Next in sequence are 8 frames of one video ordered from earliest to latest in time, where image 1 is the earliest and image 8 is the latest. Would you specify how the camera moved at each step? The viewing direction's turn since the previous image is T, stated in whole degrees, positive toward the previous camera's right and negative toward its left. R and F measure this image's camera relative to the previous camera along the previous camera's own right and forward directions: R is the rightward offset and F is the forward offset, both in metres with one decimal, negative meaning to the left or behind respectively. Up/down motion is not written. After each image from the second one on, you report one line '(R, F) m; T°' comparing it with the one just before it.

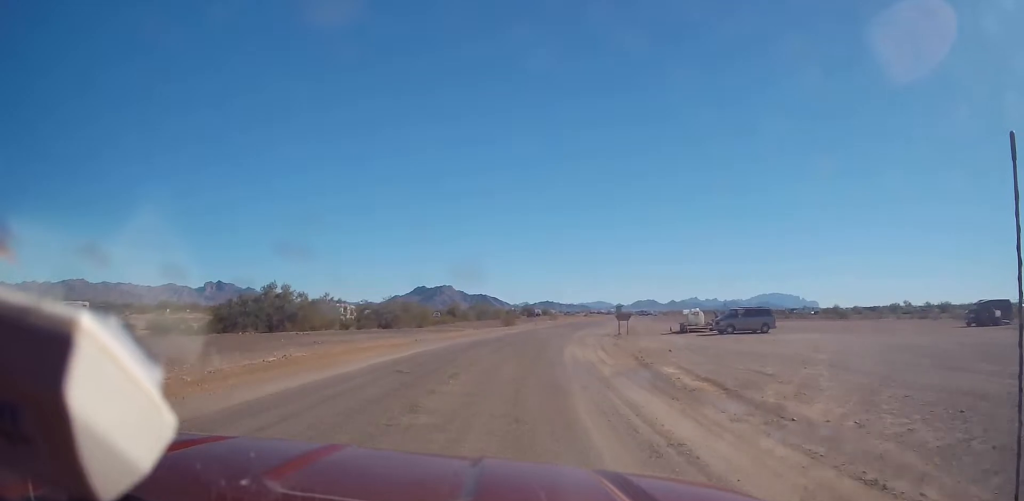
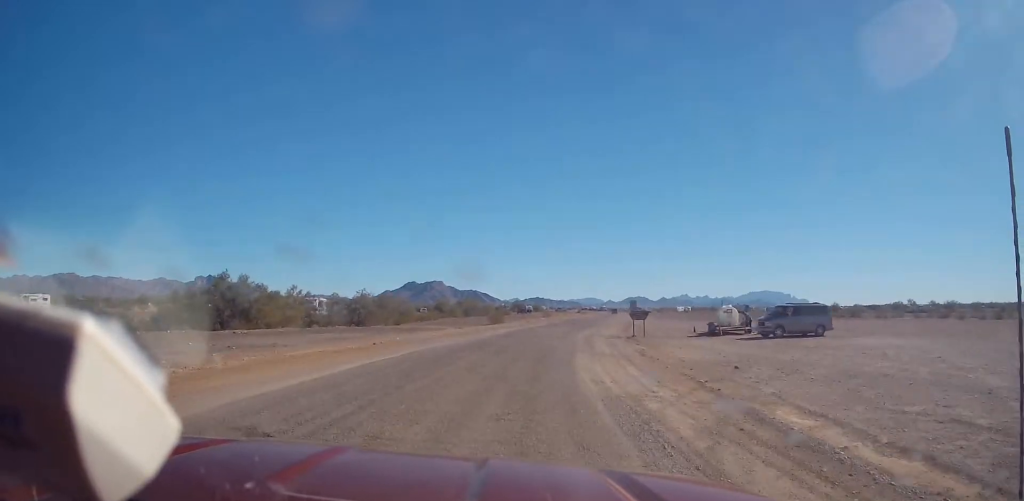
(+0.1, +10.3) m; +2°
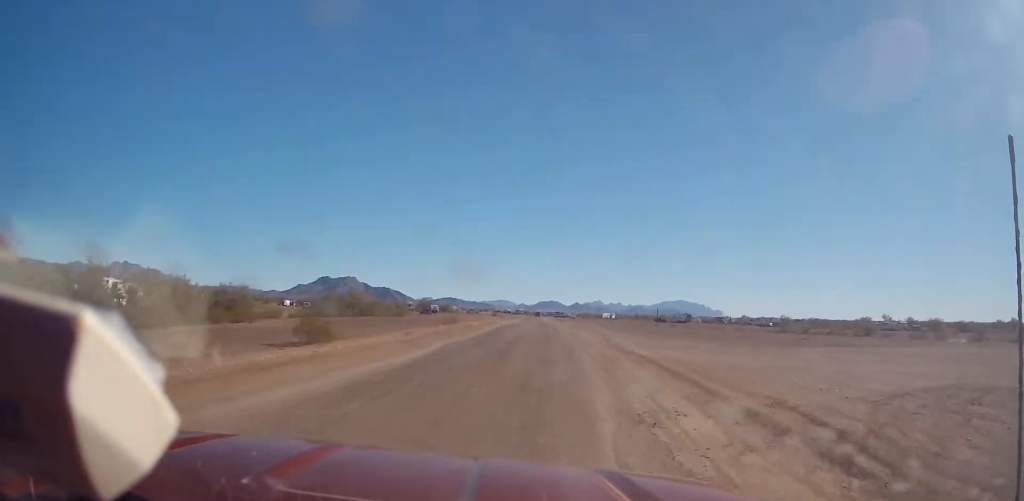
(+2.8, +42.3) m; +7°
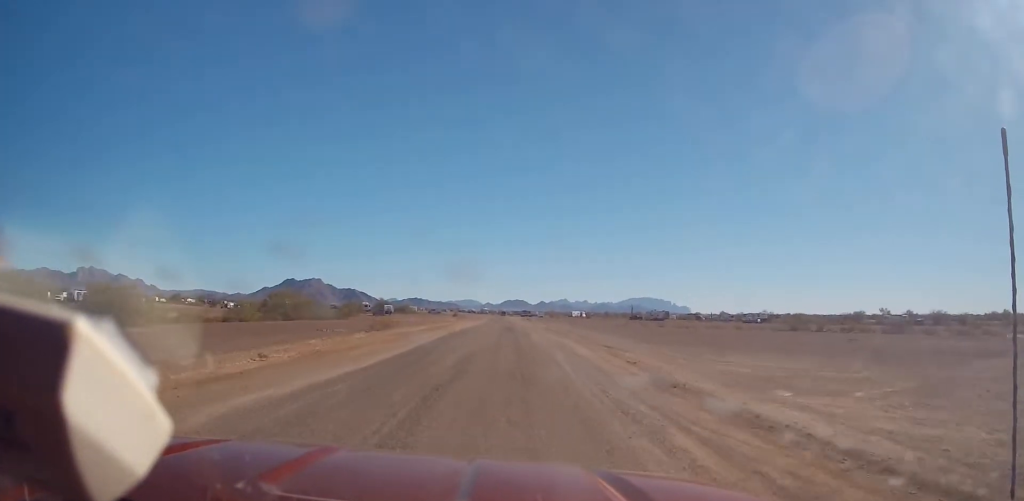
(+0.4, +20.8) m; +1°
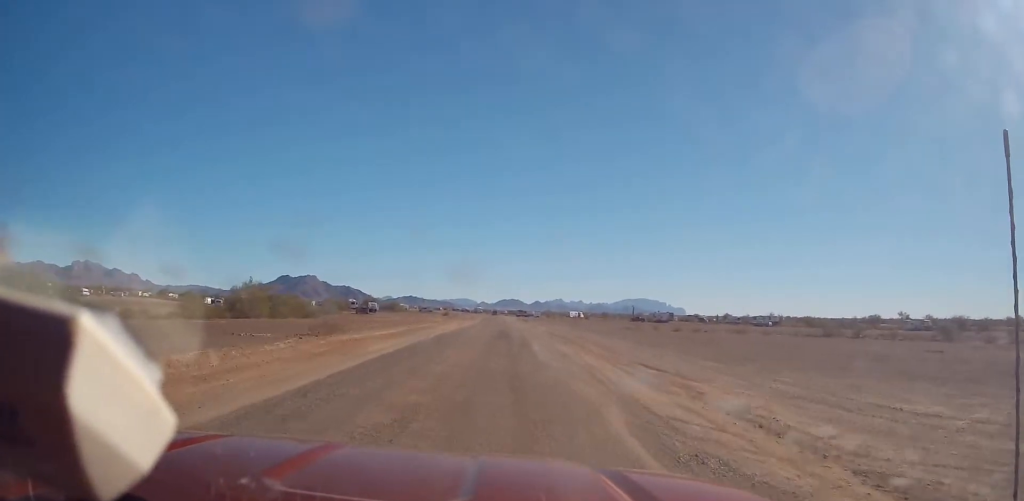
(-0.1, +14.3) m; 0°
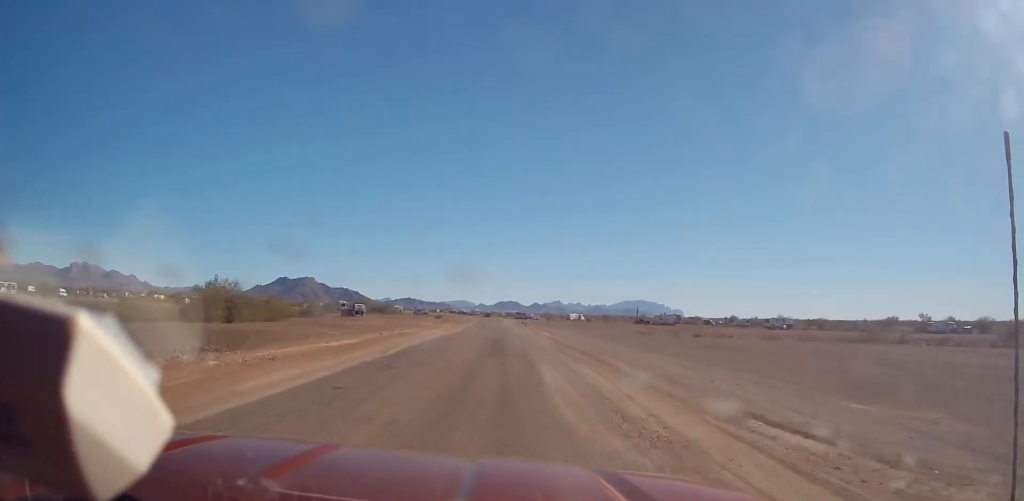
(+0.1, +12.9) m; 0°
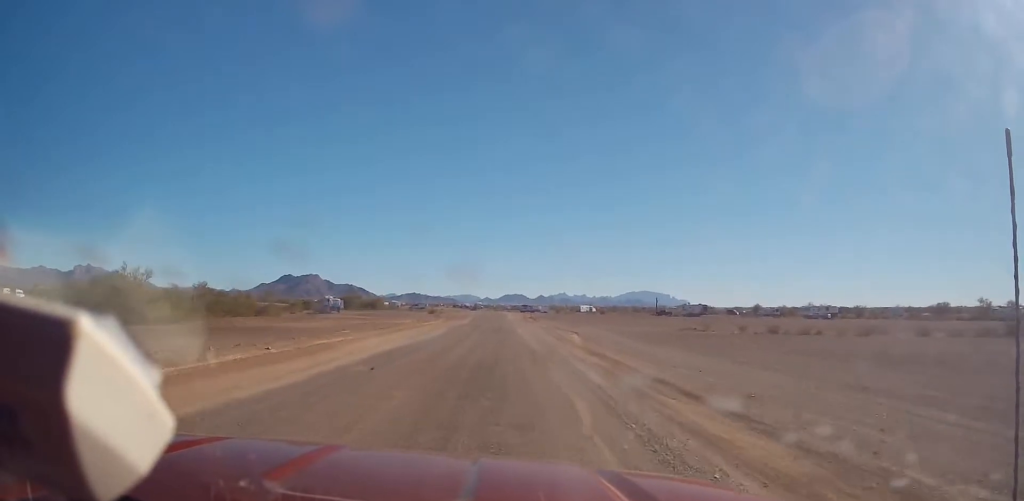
(0.0, +25.8) m; -1°
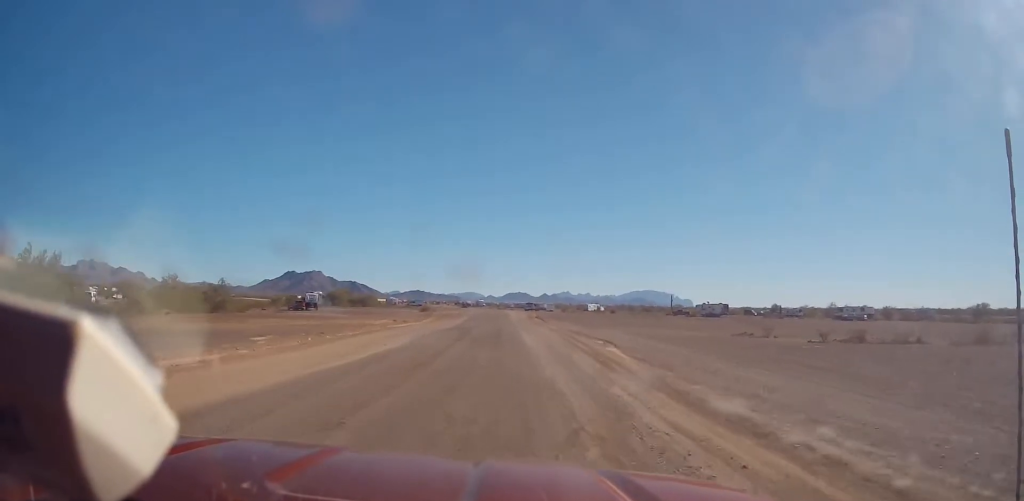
(-0.1, +16.7) m; -1°
